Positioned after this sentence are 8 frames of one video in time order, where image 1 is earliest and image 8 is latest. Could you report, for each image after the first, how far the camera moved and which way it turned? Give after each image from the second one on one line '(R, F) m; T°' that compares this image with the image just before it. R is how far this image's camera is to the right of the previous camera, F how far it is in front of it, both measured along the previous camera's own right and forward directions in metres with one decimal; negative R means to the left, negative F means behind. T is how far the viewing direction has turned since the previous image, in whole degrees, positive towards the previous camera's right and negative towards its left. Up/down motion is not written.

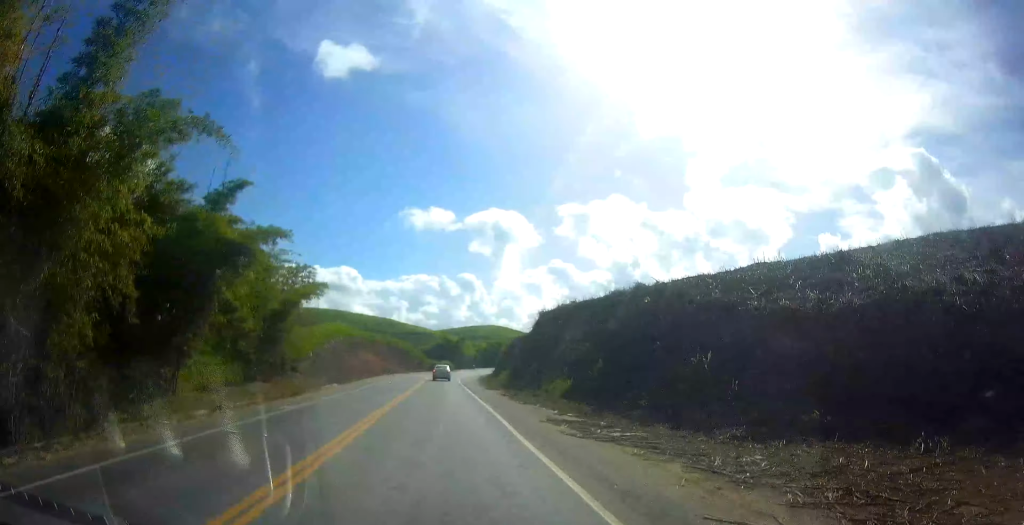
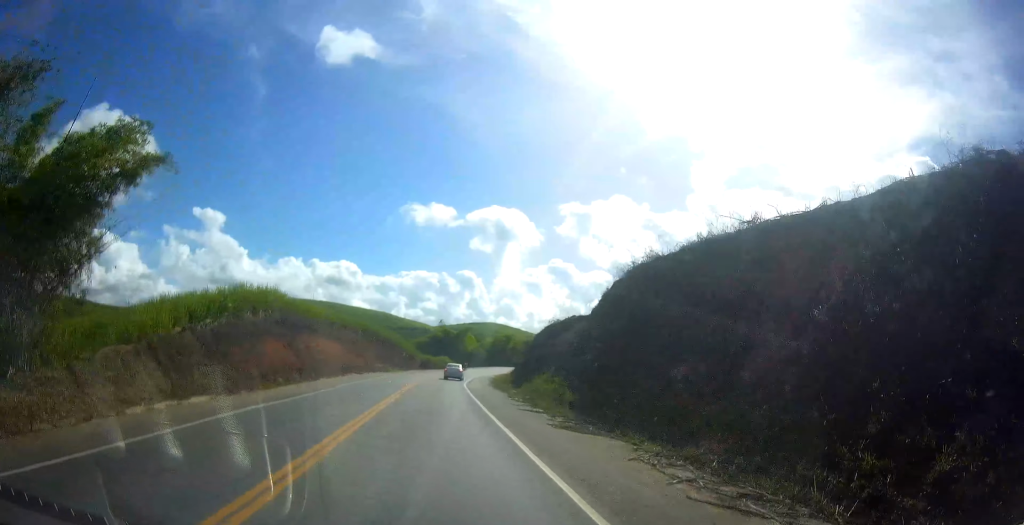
(-0.2, +25.5) m; +1°
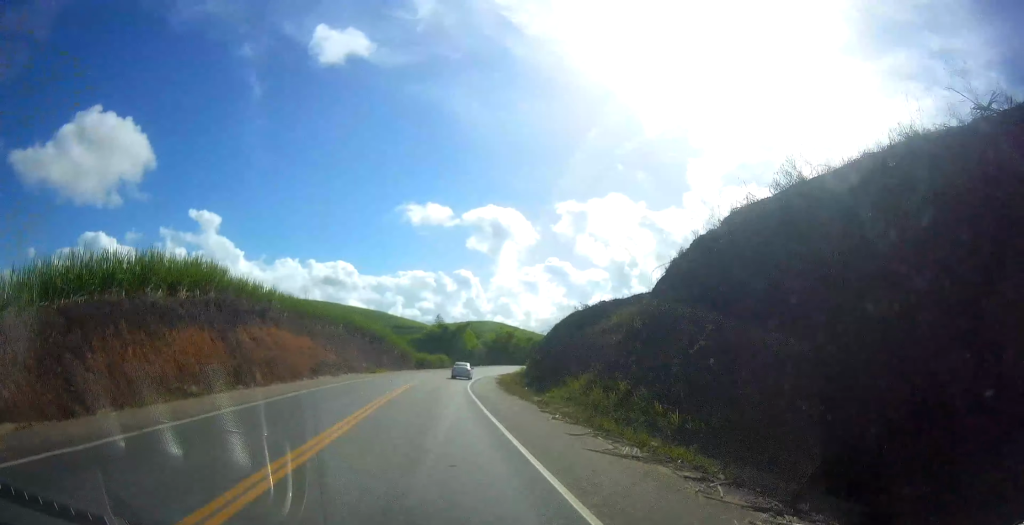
(+0.3, +11.0) m; +1°
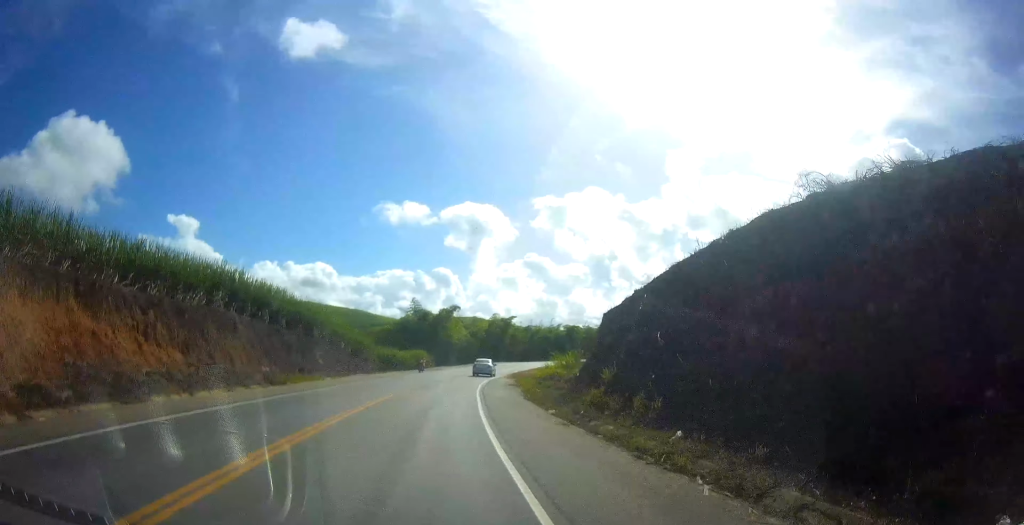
(+0.5, +28.4) m; +1°
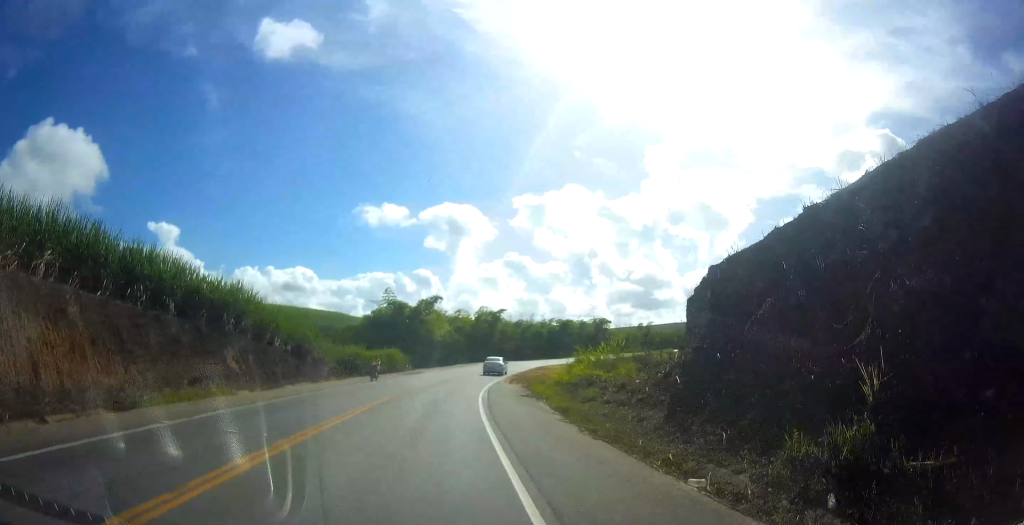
(0.0, +14.0) m; 0°
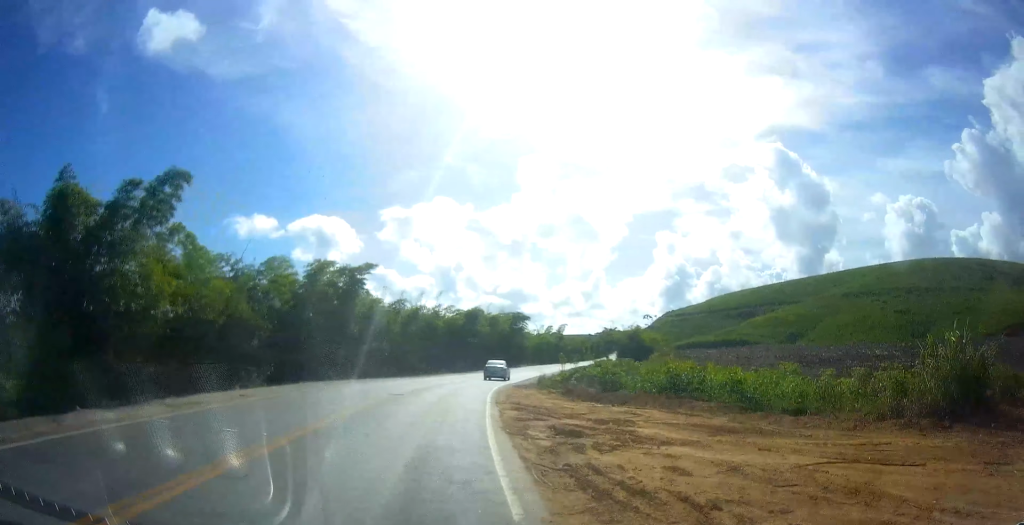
(0.0, +52.4) m; +1°
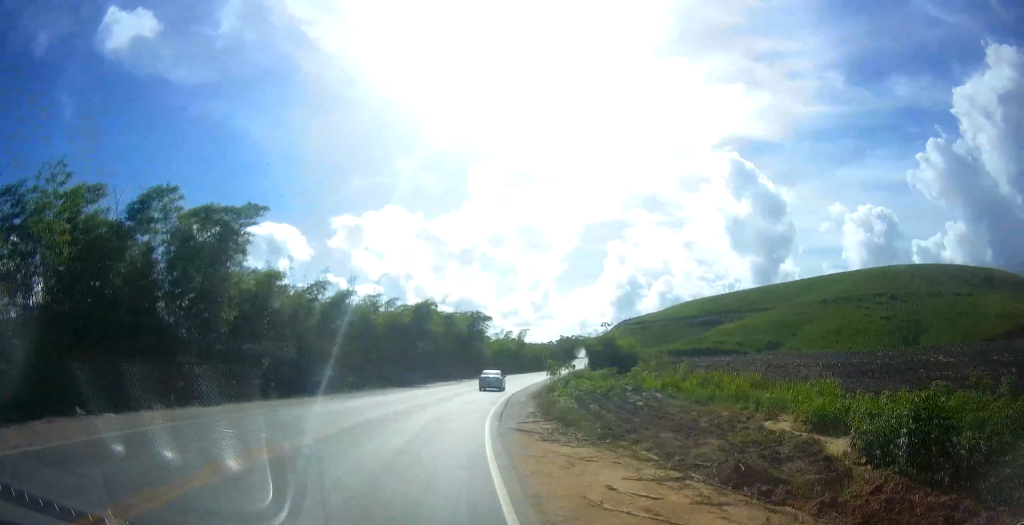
(-0.2, +19.0) m; +5°
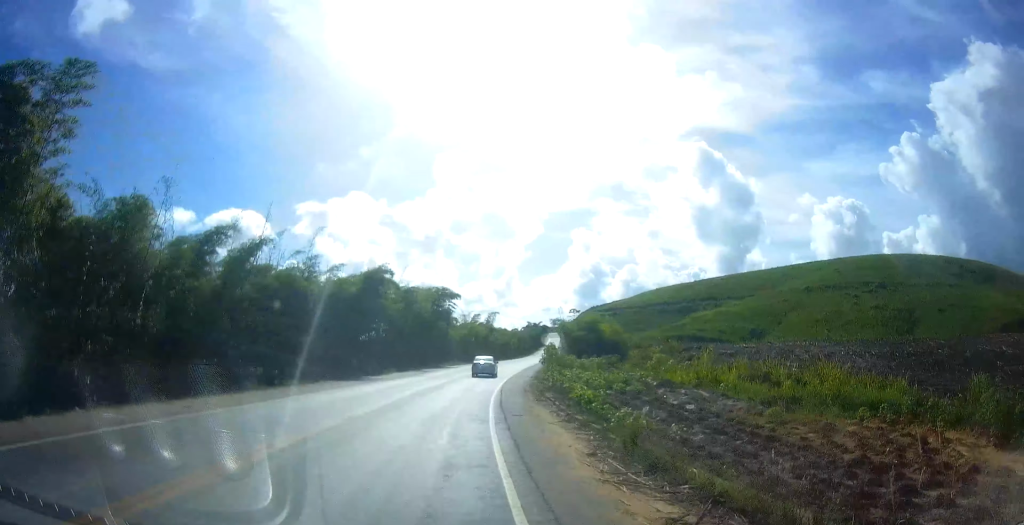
(+0.9, +13.6) m; +7°
